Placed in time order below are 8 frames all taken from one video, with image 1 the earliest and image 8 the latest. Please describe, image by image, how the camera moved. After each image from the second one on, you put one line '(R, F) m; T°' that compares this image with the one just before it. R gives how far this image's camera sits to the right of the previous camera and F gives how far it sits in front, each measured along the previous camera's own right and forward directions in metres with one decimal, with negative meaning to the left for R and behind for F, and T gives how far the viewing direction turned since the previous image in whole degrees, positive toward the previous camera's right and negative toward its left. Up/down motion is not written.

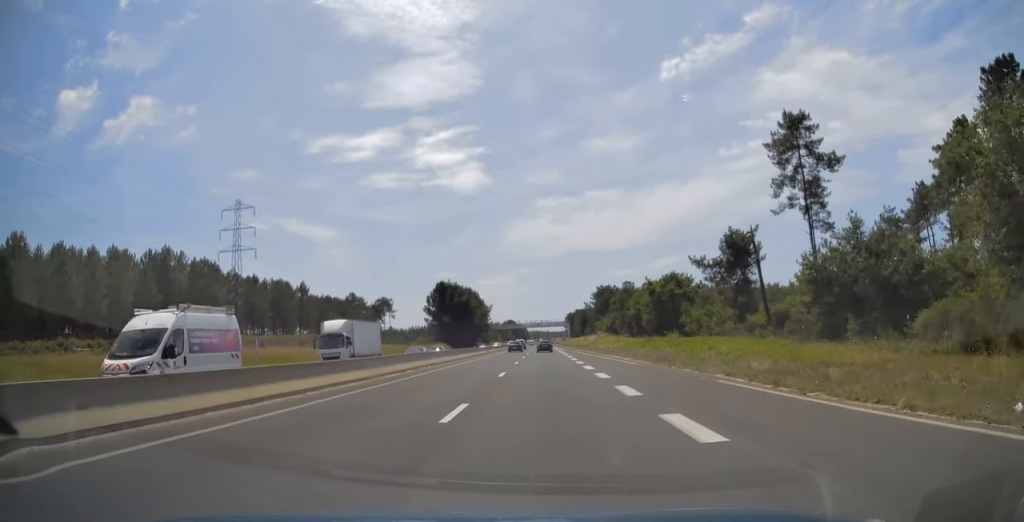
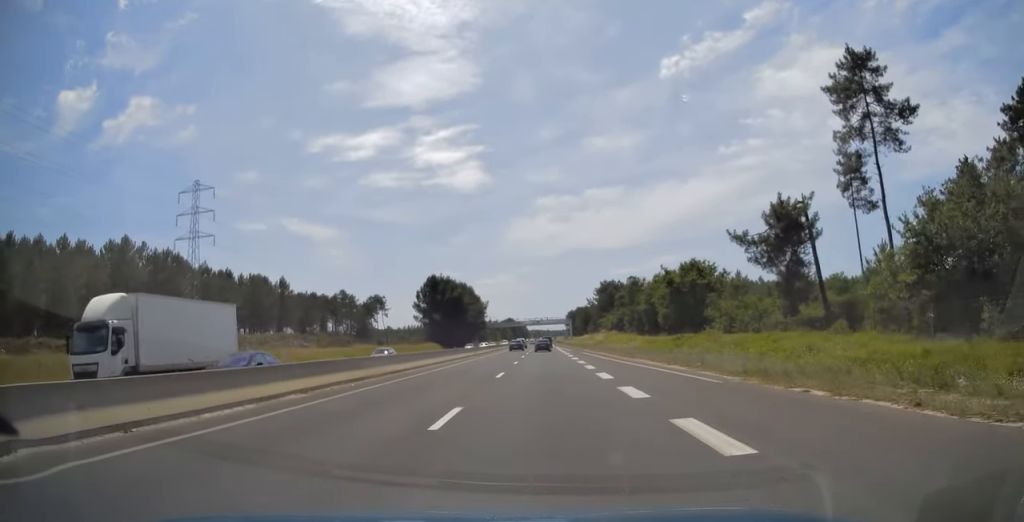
(0.0, +14.0) m; 0°
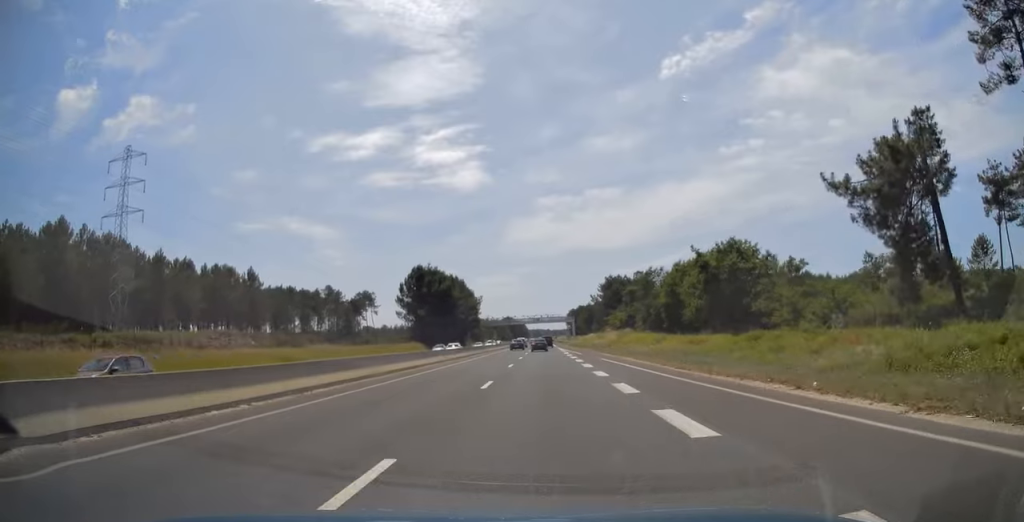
(+0.3, +18.2) m; 0°
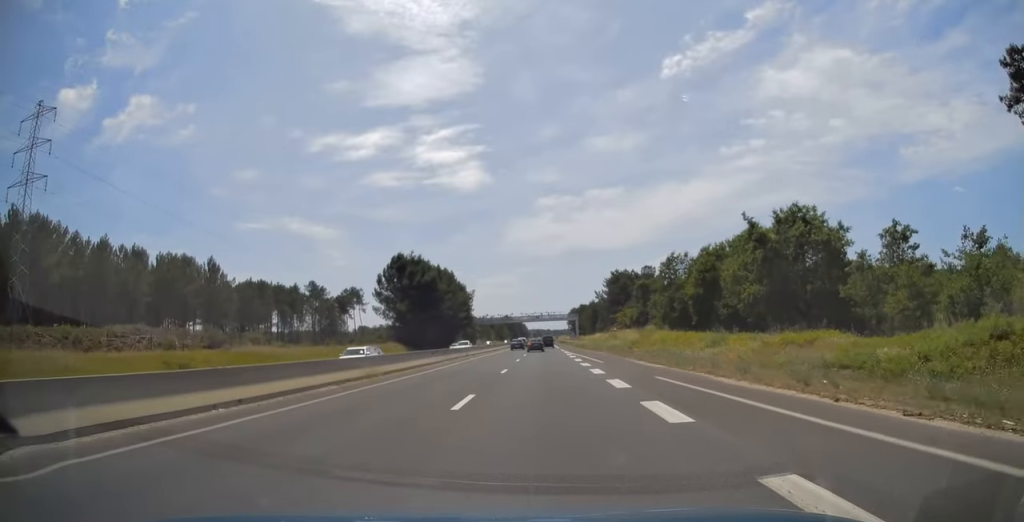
(0.0, +18.3) m; 0°
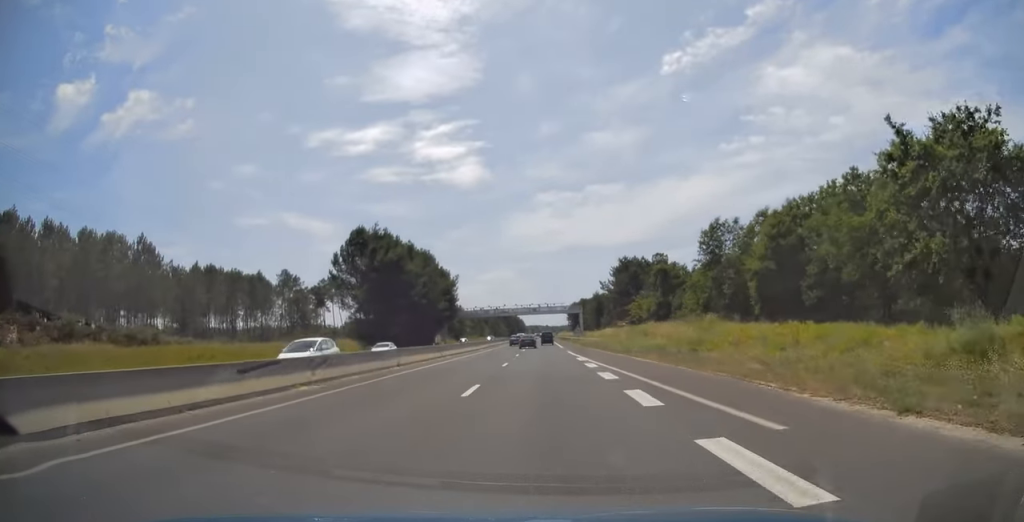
(-0.3, +24.2) m; -1°
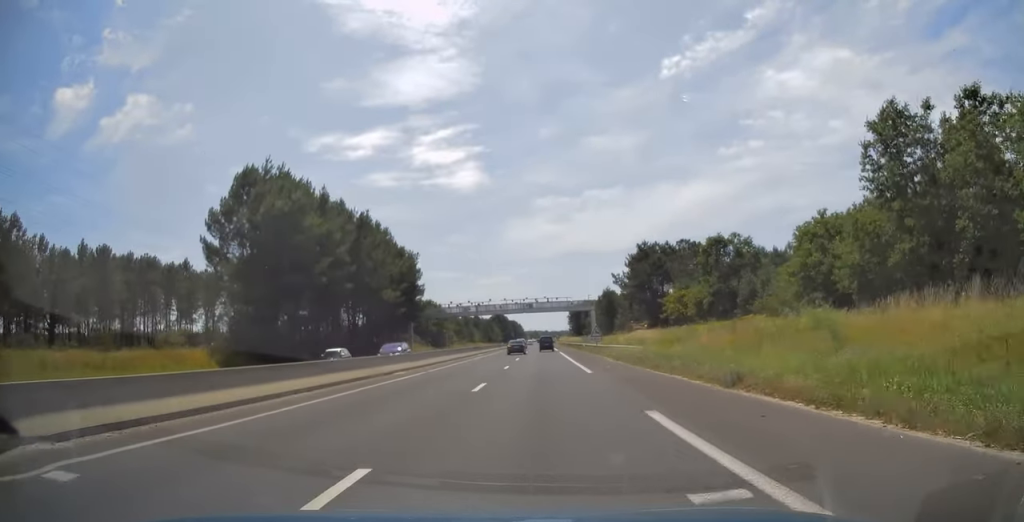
(0.0, +36.4) m; 0°
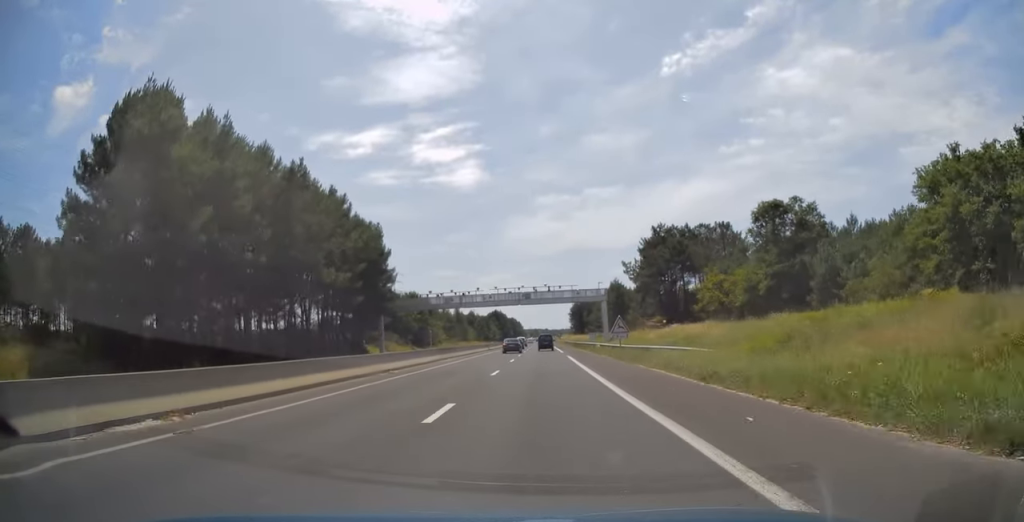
(0.0, +19.6) m; 0°
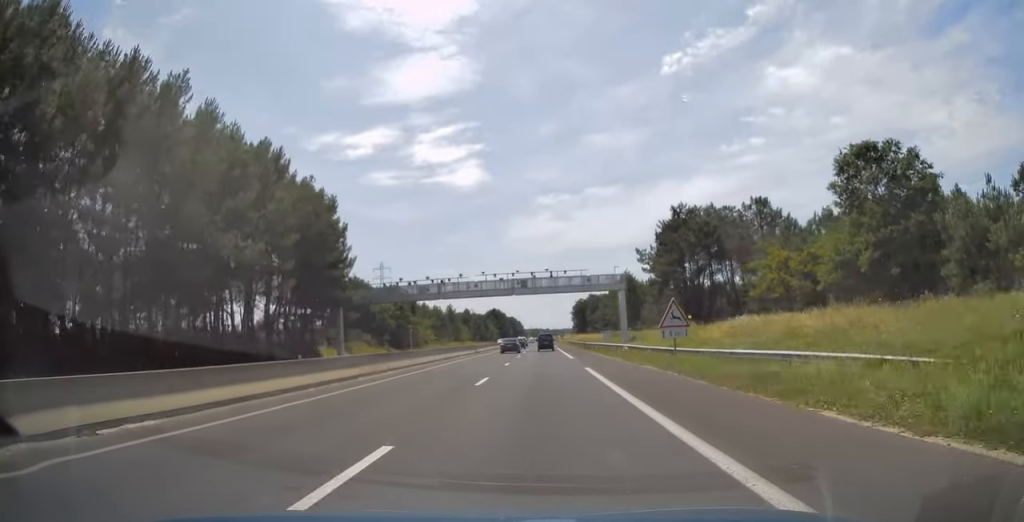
(+0.1, +18.4) m; 0°
